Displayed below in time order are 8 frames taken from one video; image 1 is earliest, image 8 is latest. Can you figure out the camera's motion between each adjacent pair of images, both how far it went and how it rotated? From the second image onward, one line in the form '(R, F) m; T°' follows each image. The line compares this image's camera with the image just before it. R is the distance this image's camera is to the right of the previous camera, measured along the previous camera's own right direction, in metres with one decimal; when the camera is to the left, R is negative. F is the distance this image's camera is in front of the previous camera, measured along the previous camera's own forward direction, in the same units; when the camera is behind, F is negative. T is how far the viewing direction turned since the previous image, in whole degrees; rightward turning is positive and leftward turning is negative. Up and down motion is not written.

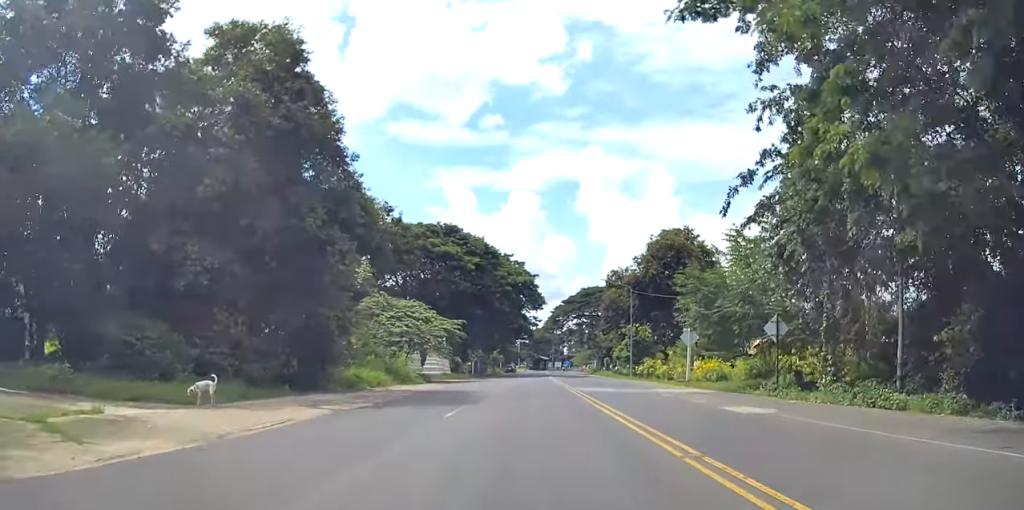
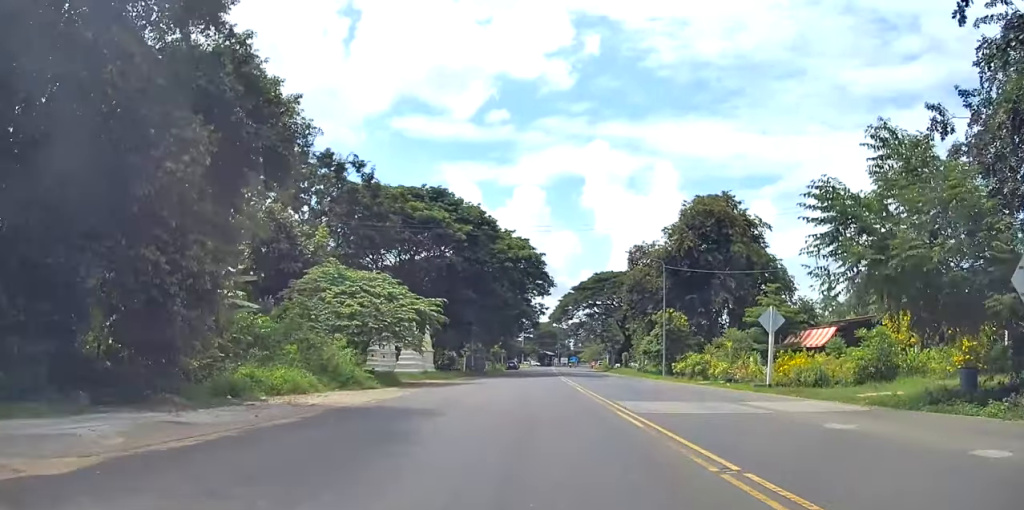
(+0.1, +11.8) m; +2°
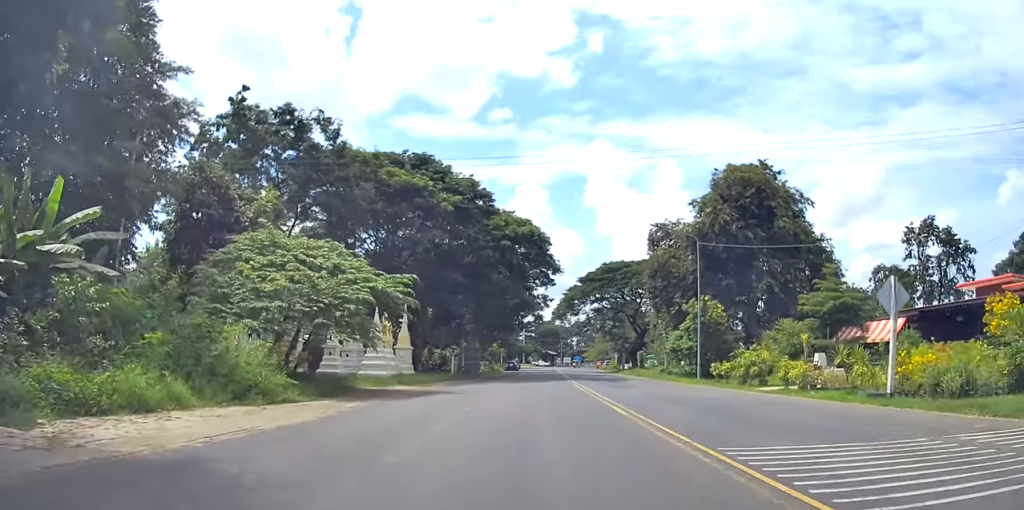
(+0.3, +9.2) m; -1°
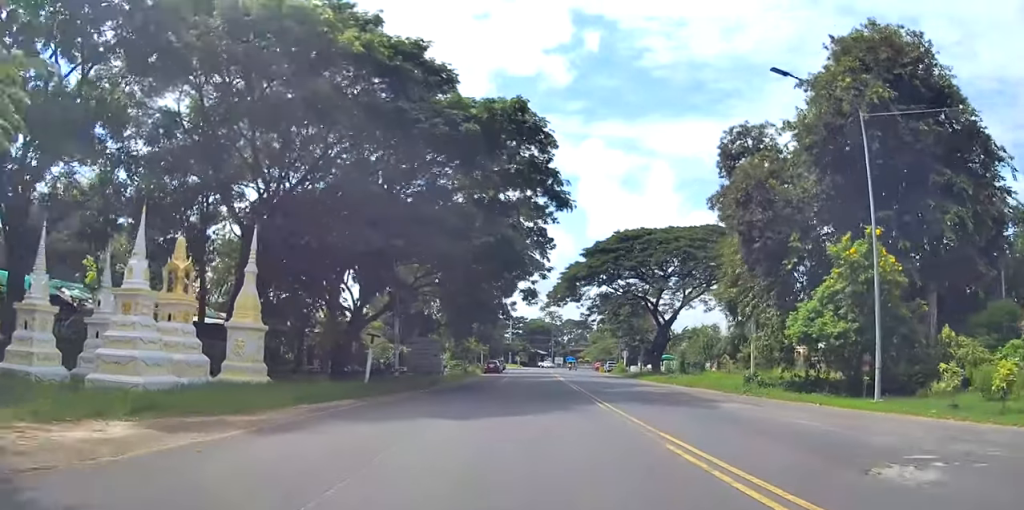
(-0.6, +21.1) m; 0°
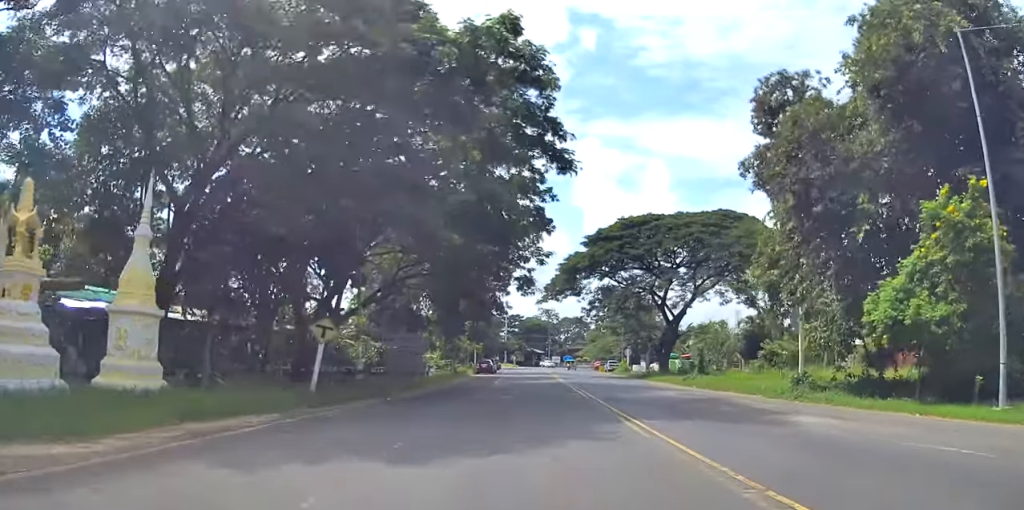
(+0.1, +5.5) m; +2°
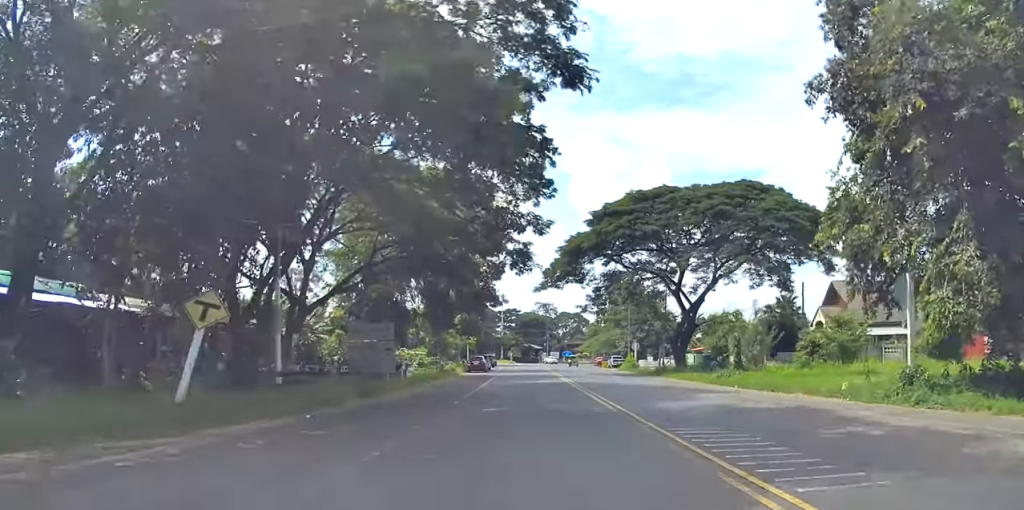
(+0.1, +7.1) m; -2°
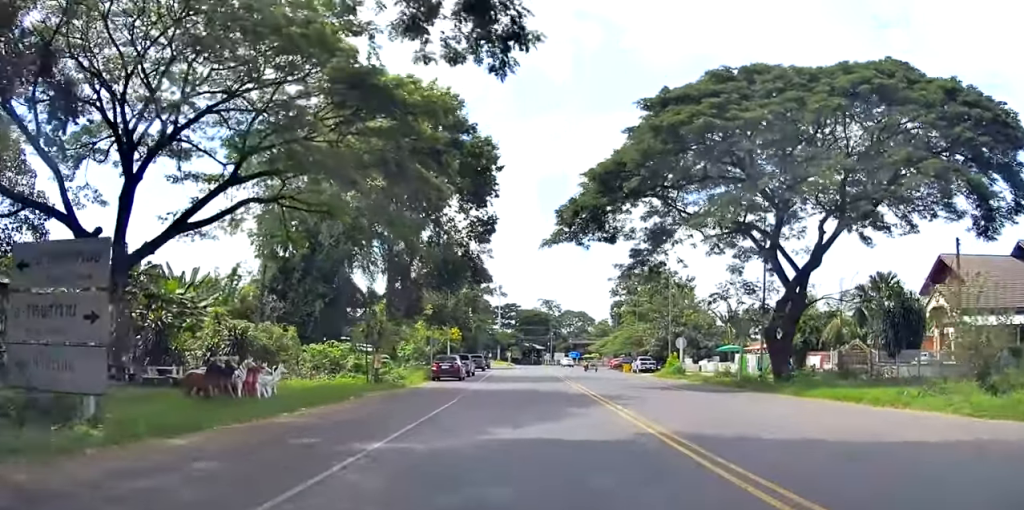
(-0.6, +20.1) m; -1°
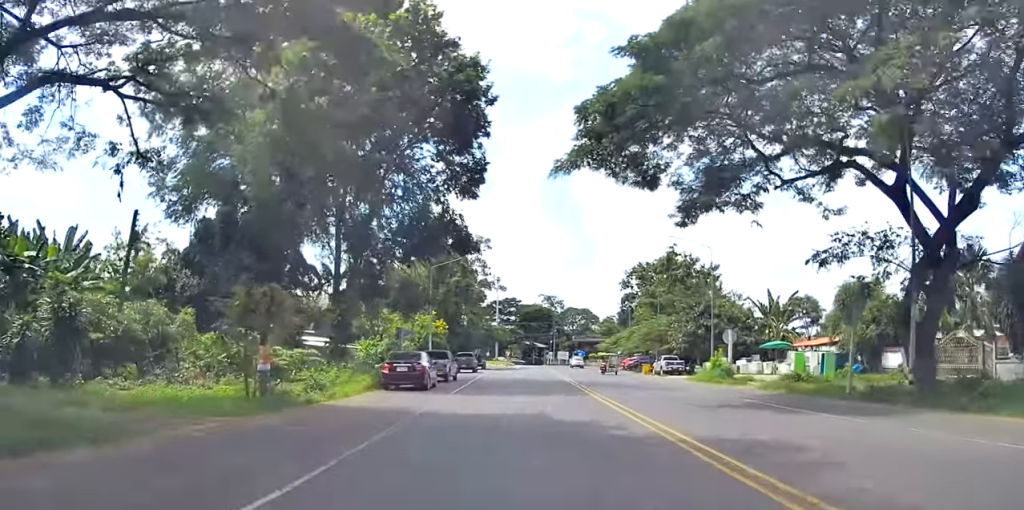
(+0.4, +11.7) m; 0°
